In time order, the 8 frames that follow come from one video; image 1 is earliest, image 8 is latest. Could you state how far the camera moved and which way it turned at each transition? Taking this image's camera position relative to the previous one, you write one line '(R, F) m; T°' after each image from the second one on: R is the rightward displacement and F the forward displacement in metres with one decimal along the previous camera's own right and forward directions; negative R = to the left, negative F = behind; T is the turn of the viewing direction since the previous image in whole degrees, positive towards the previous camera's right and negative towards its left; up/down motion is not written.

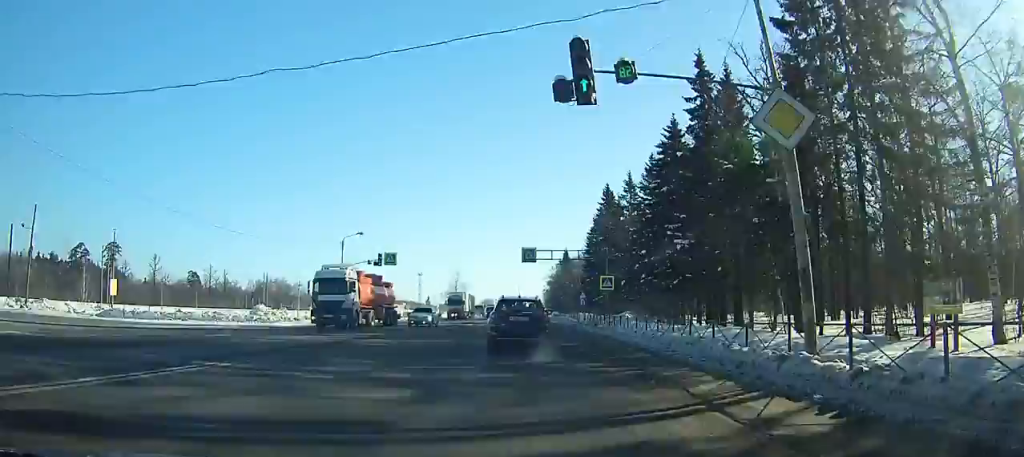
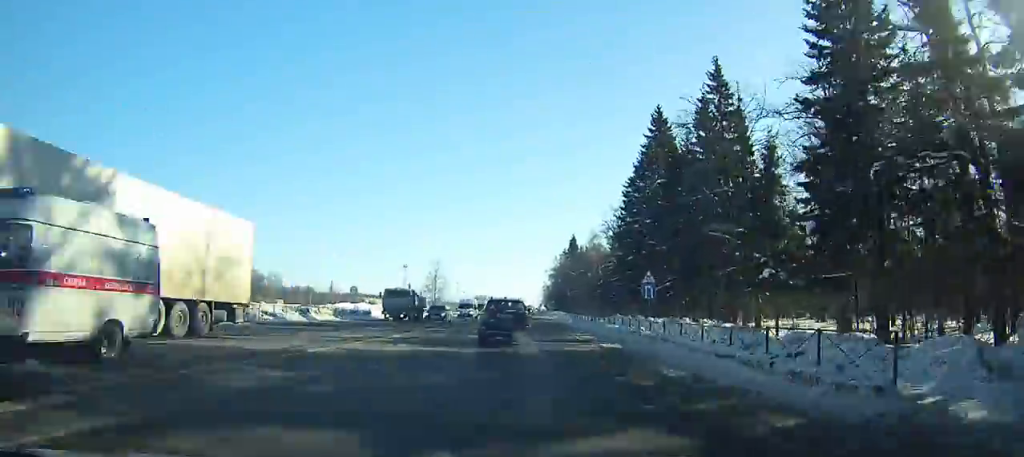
(-1.3, +48.1) m; -1°
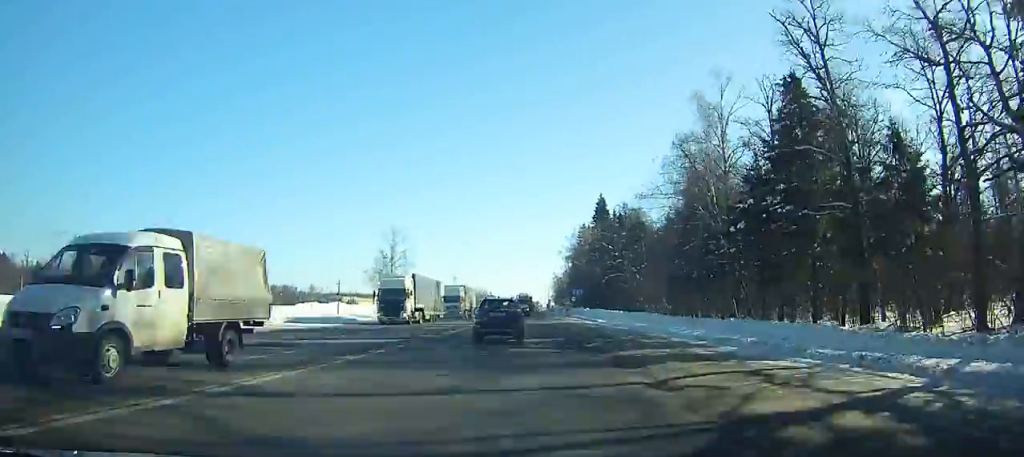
(+0.4, +63.8) m; +1°
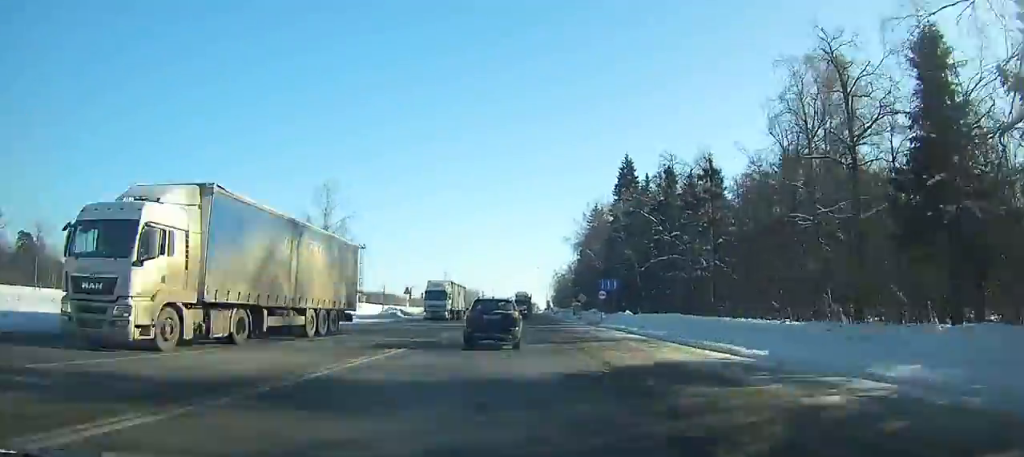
(+0.1, +37.6) m; 0°
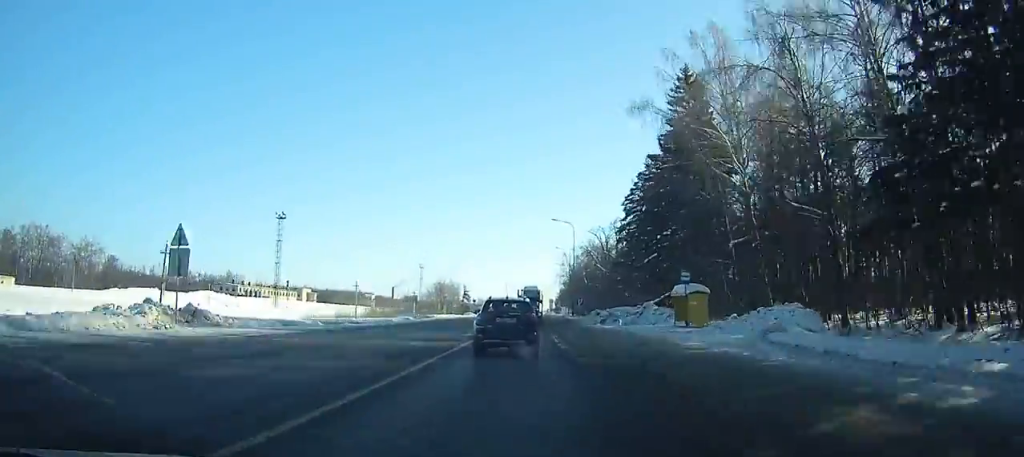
(+0.3, +91.9) m; 0°
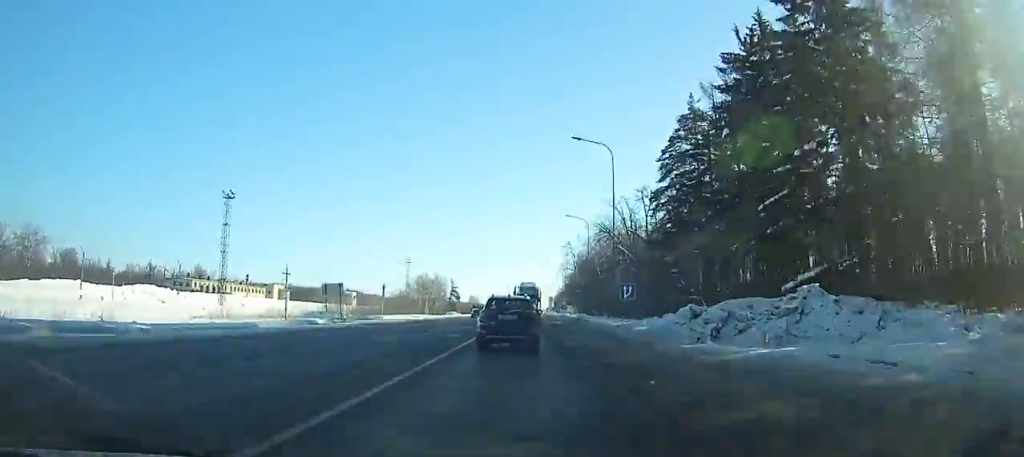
(+0.1, +33.0) m; 0°
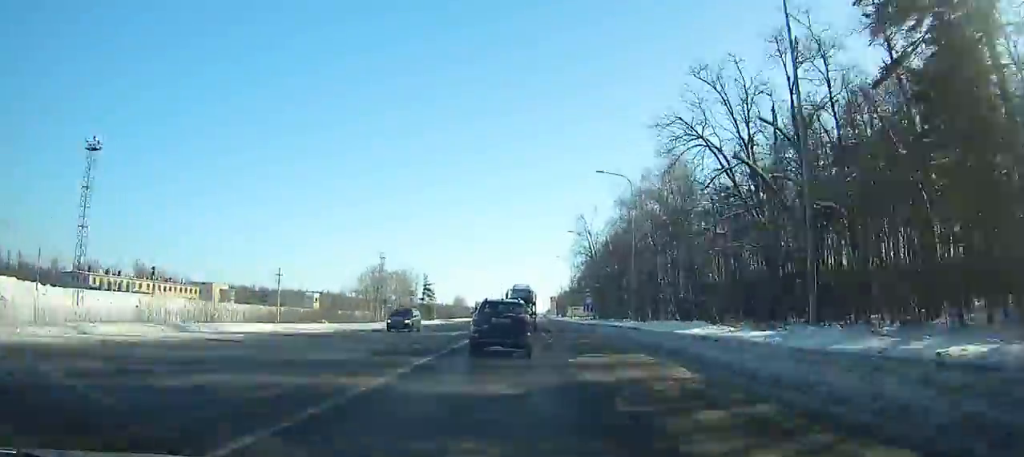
(0.0, +53.9) m; 0°
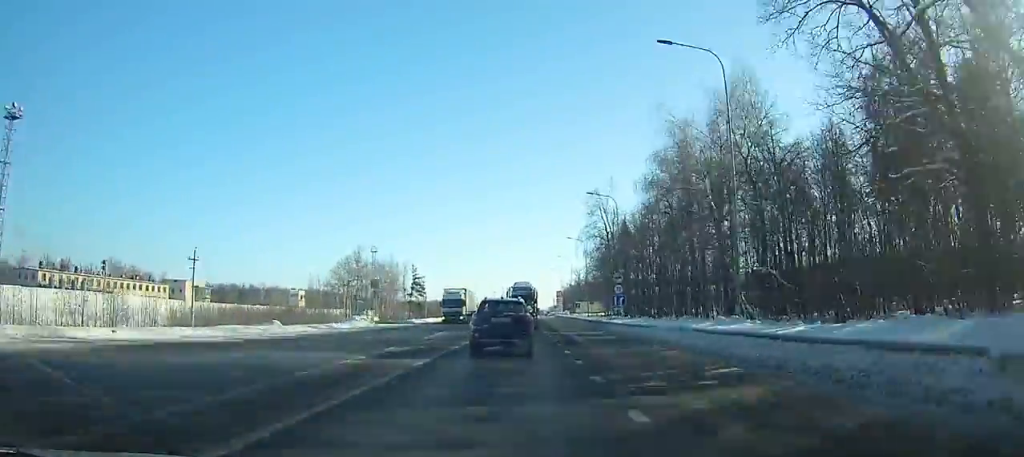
(+0.1, +21.4) m; 0°
